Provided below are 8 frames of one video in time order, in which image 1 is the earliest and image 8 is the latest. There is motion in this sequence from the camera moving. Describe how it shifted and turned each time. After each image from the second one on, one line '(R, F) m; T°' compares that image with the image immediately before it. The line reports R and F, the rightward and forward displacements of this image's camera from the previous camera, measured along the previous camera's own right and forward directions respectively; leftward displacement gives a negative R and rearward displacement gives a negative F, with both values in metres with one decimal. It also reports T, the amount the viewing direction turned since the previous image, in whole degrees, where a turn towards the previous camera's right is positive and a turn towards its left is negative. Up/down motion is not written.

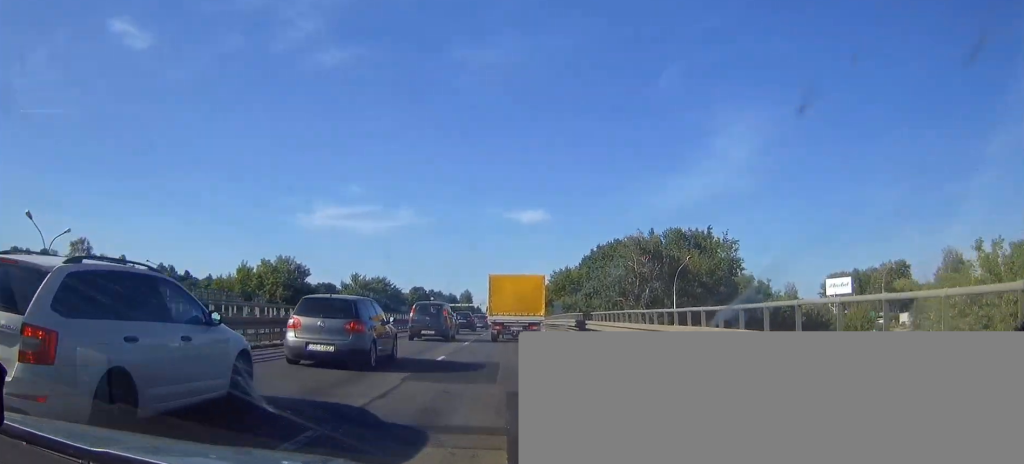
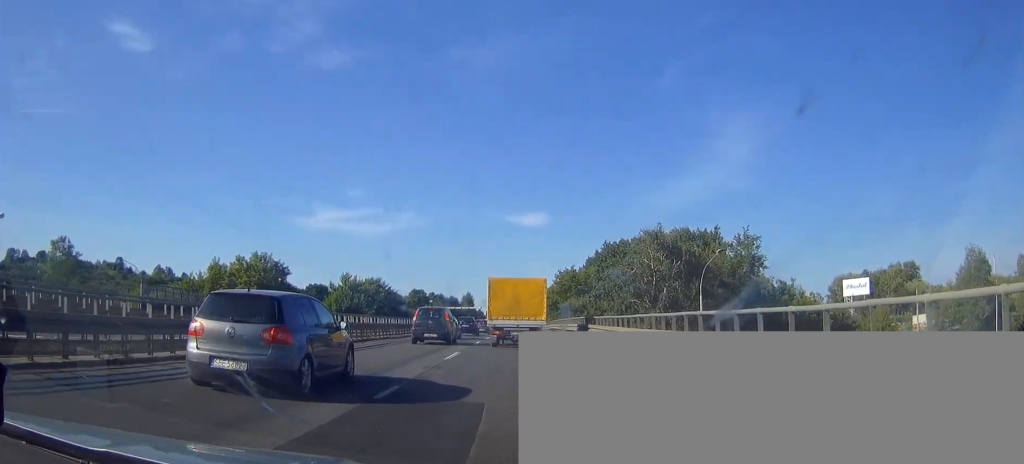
(0.0, +6.8) m; 0°
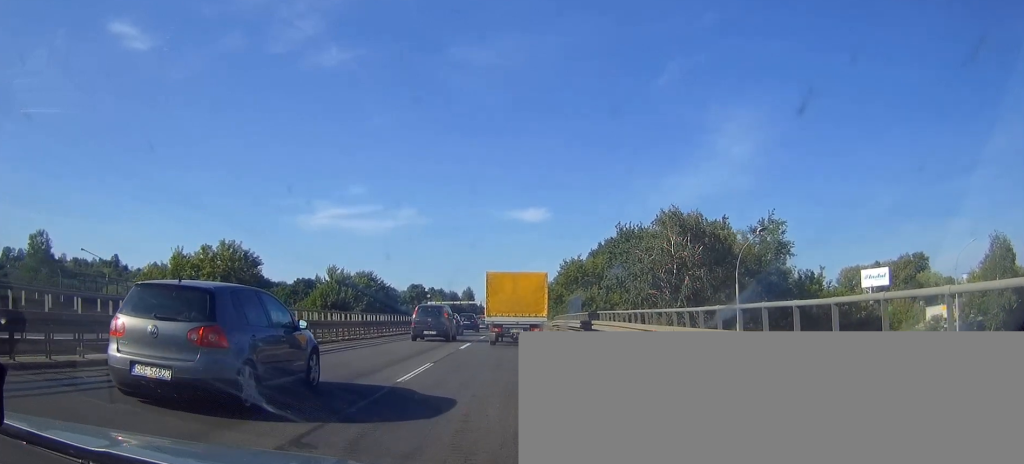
(0.0, +7.2) m; 0°
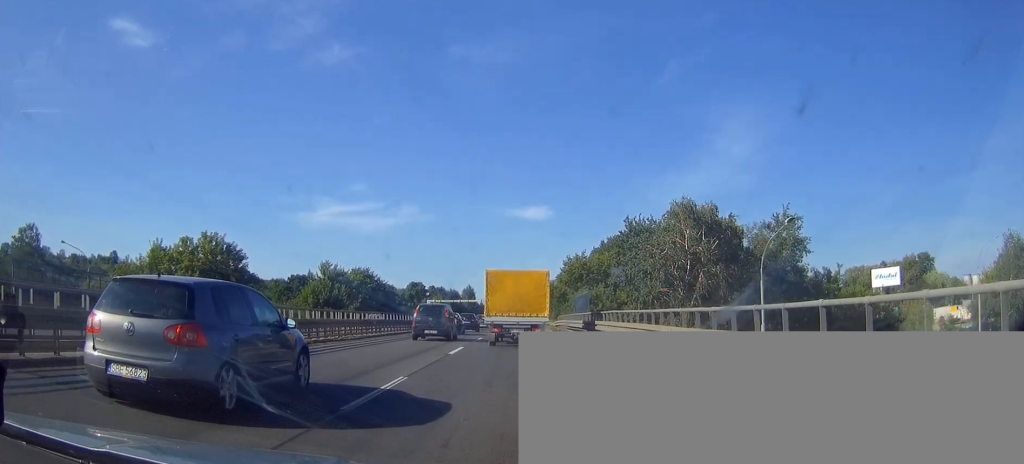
(0.0, +3.7) m; +1°
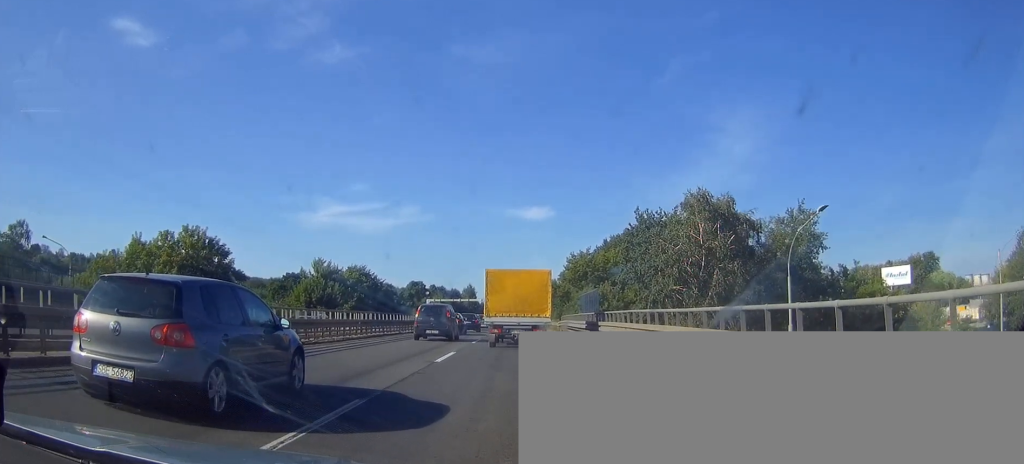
(+0.1, +3.4) m; +1°
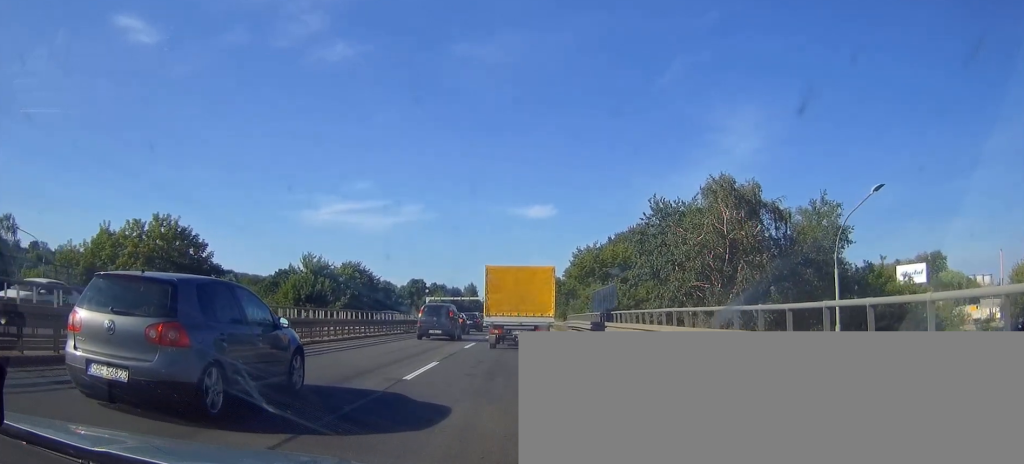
(0.0, +4.8) m; -1°
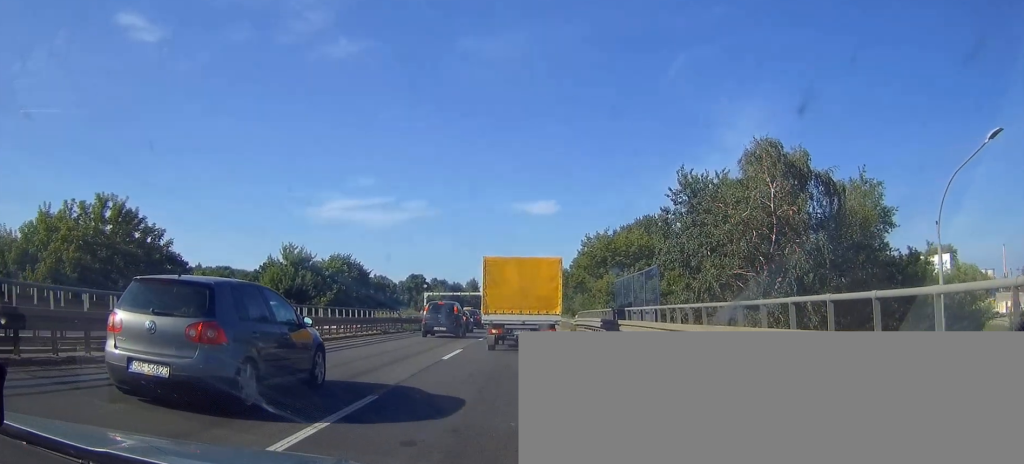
(-0.1, +7.3) m; -1°
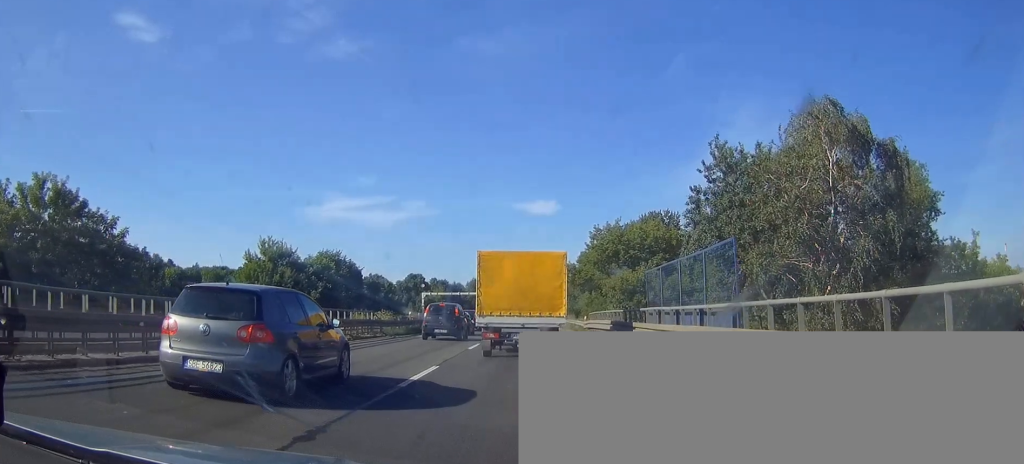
(0.0, +6.5) m; -1°
